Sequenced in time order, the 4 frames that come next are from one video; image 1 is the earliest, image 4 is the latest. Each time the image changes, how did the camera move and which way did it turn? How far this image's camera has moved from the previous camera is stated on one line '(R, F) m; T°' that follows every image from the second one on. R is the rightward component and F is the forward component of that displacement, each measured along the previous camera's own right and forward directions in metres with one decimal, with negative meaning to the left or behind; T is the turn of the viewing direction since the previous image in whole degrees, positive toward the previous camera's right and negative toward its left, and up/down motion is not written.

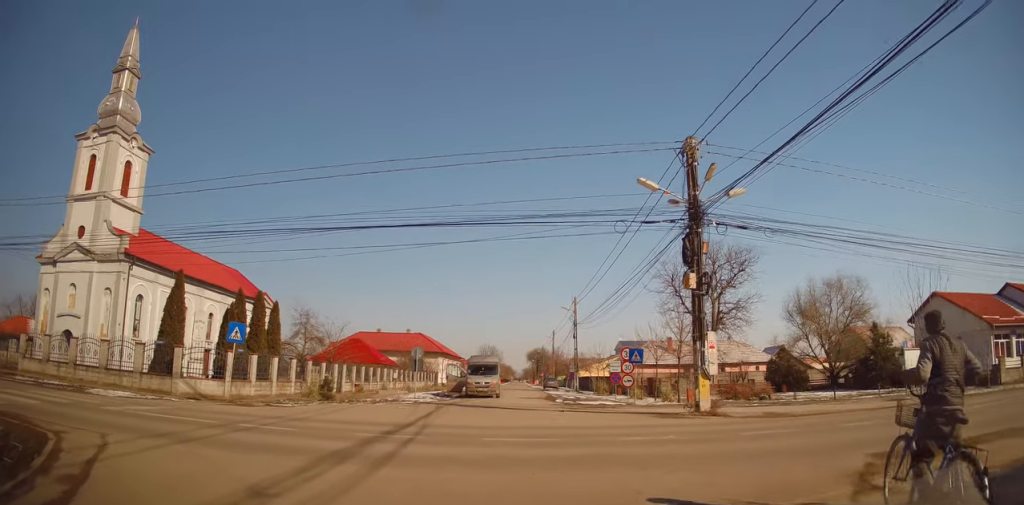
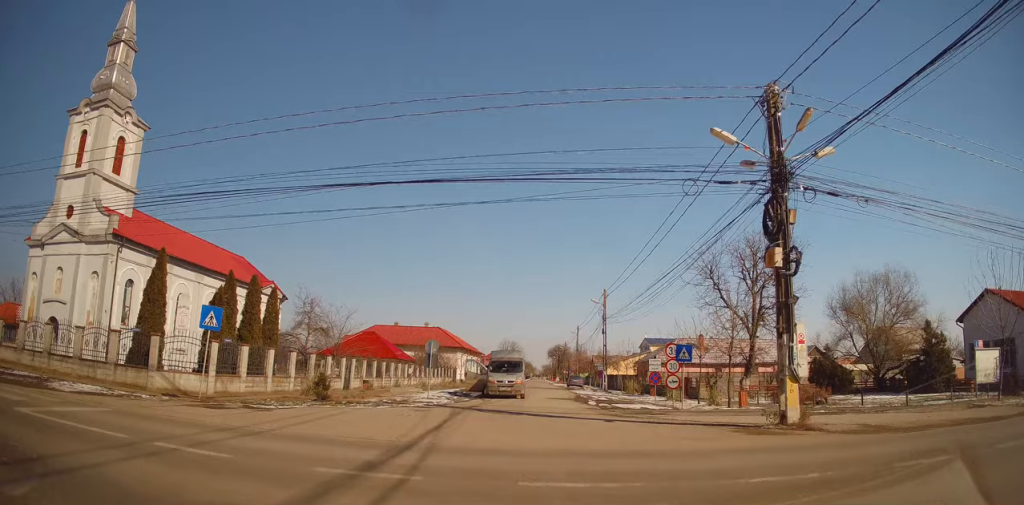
(+0.3, +1.4) m; 0°
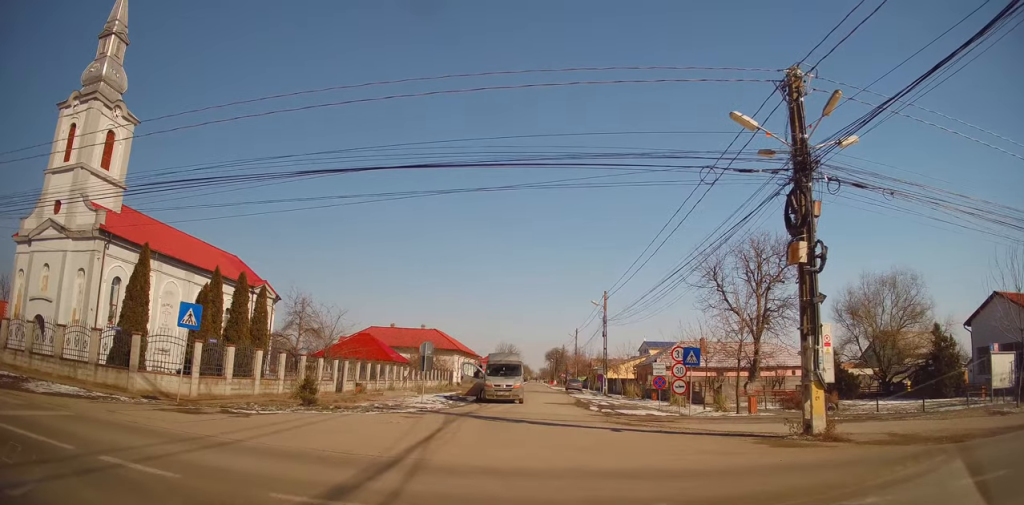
(+0.1, +1.0) m; 0°
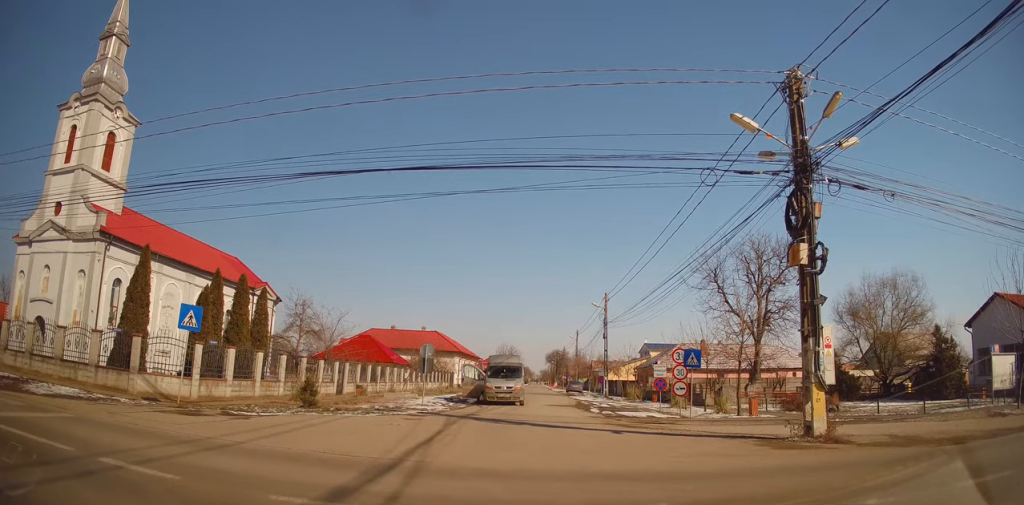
(-0.1, +0.6) m; 0°
